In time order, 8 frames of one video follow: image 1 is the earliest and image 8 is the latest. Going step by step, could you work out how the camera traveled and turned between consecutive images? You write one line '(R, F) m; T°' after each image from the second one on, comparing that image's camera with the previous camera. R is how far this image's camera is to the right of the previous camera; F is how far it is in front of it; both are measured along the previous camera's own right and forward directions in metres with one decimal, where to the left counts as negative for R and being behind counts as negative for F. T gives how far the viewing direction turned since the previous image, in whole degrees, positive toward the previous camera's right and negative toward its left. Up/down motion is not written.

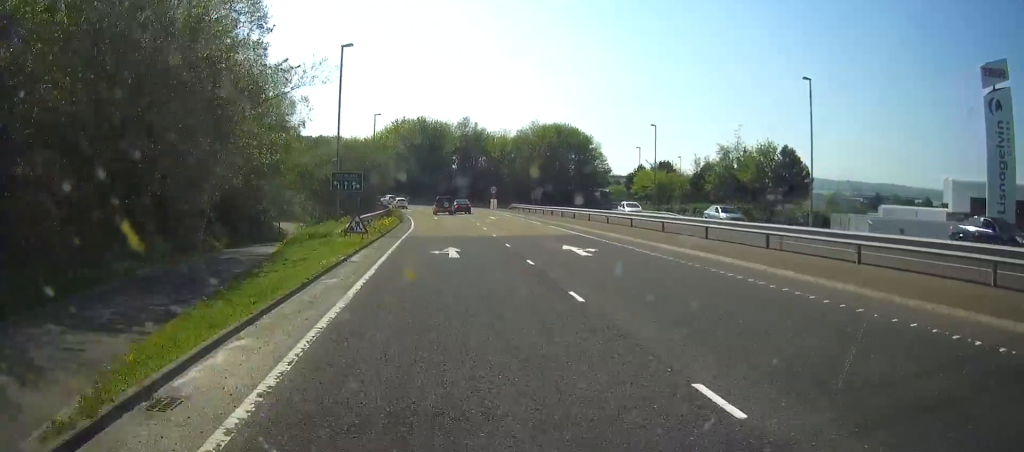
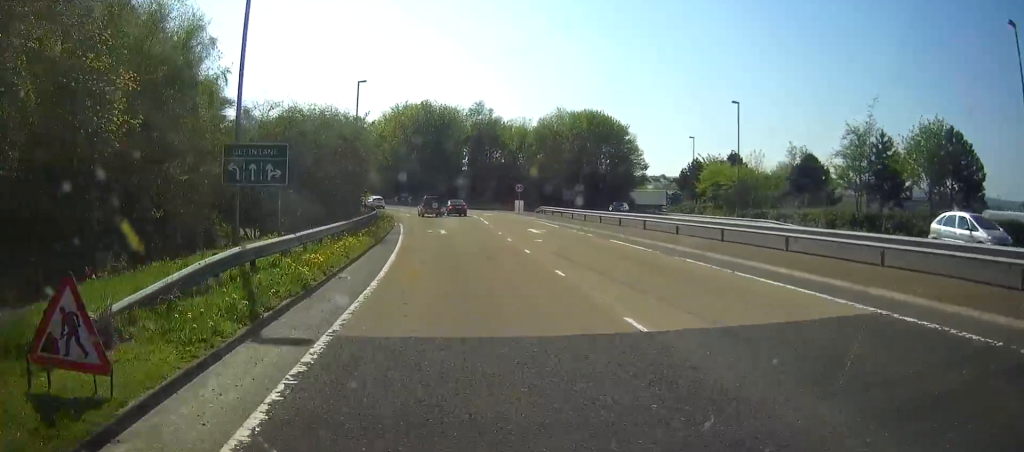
(-0.2, +20.7) m; 0°
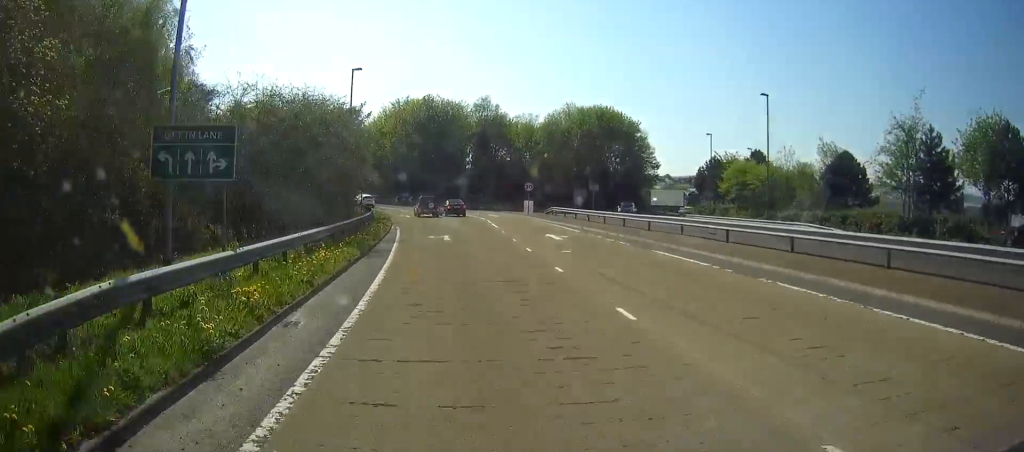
(+0.1, +5.0) m; 0°
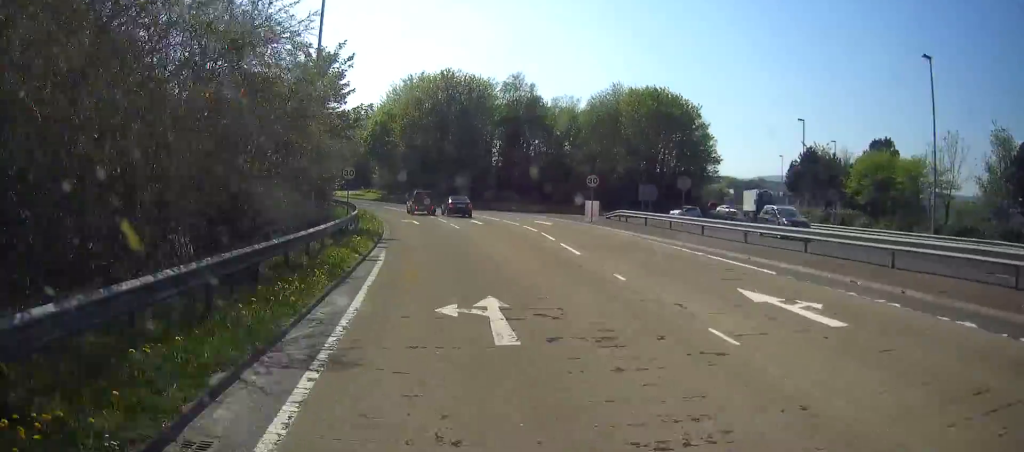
(0.0, +18.9) m; 0°
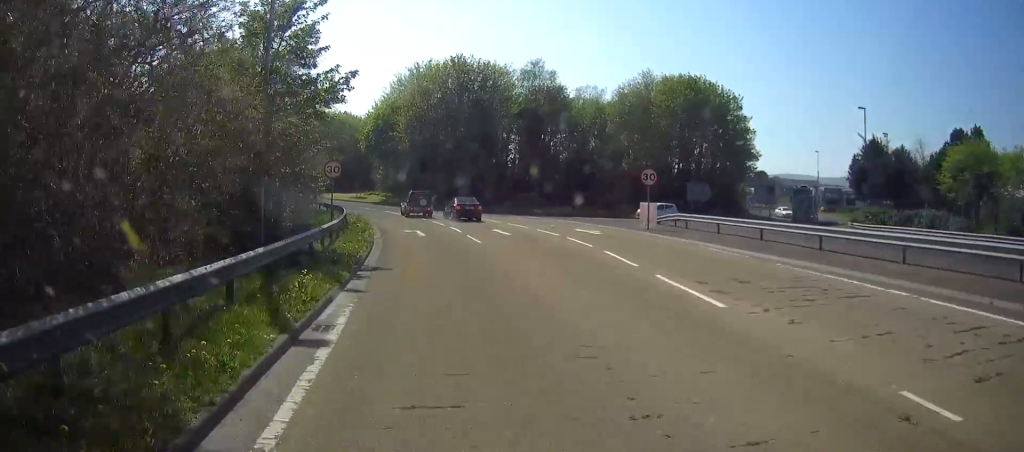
(0.0, +9.5) m; 0°
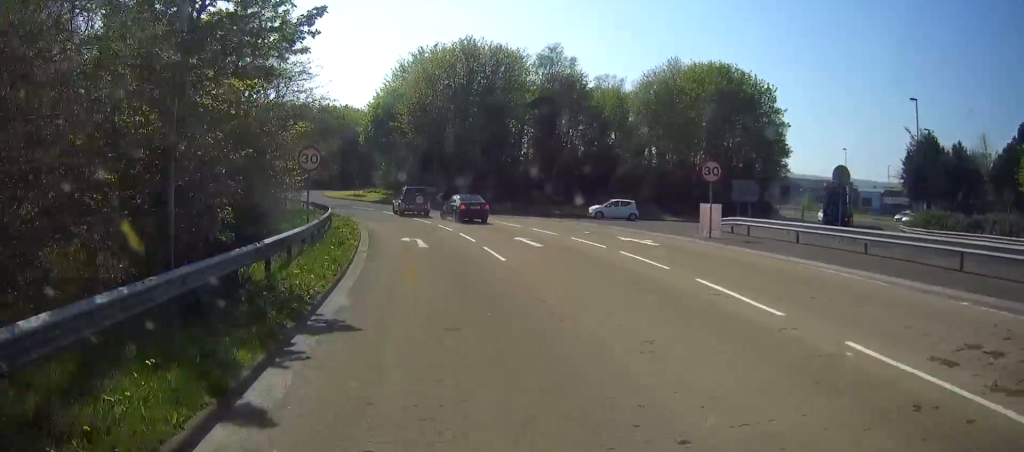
(+0.1, +6.7) m; 0°
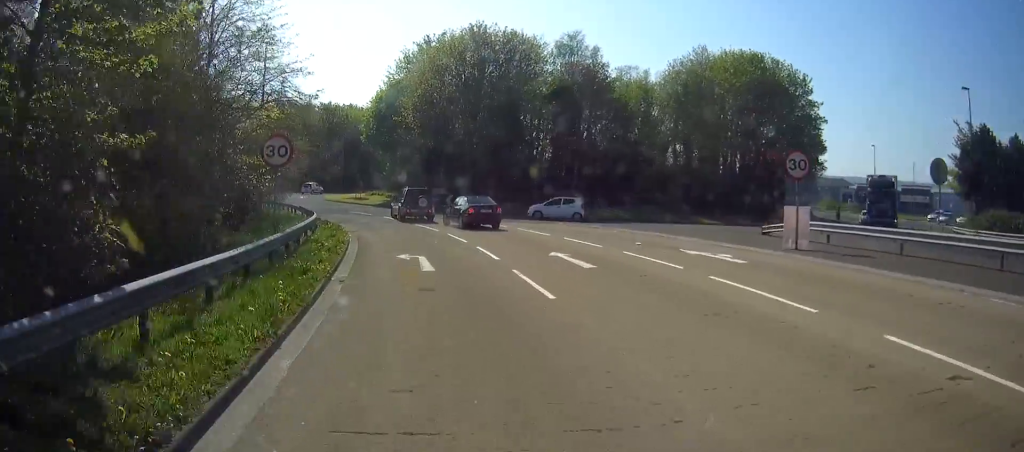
(0.0, +5.6) m; 0°
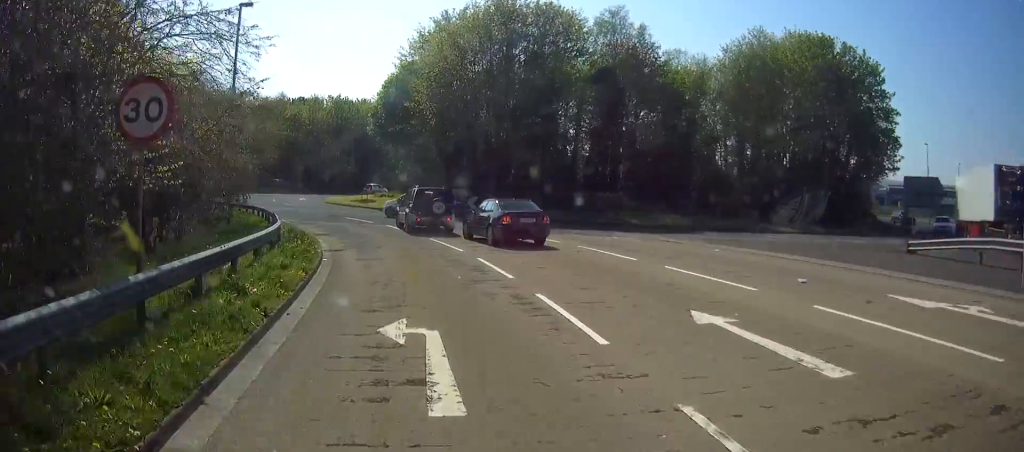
(-0.1, +8.9) m; -1°
